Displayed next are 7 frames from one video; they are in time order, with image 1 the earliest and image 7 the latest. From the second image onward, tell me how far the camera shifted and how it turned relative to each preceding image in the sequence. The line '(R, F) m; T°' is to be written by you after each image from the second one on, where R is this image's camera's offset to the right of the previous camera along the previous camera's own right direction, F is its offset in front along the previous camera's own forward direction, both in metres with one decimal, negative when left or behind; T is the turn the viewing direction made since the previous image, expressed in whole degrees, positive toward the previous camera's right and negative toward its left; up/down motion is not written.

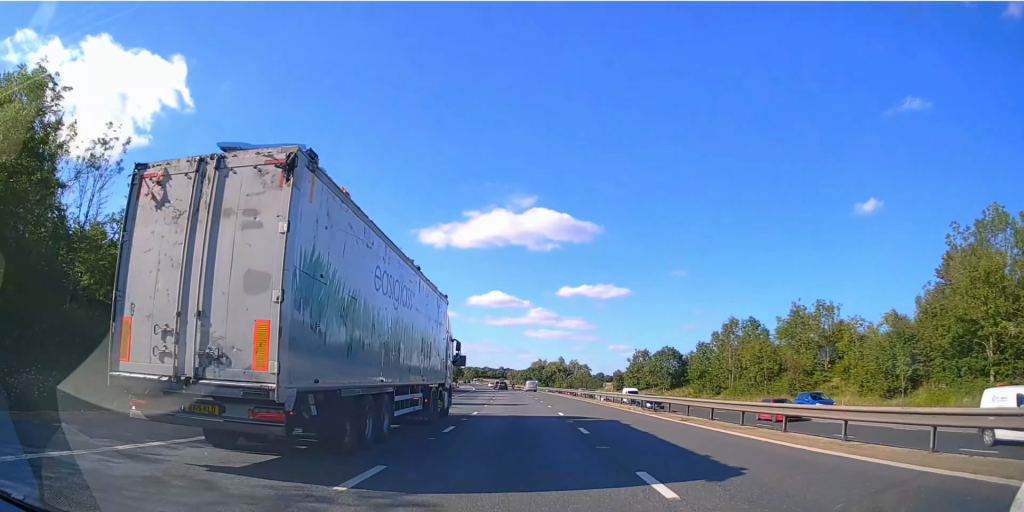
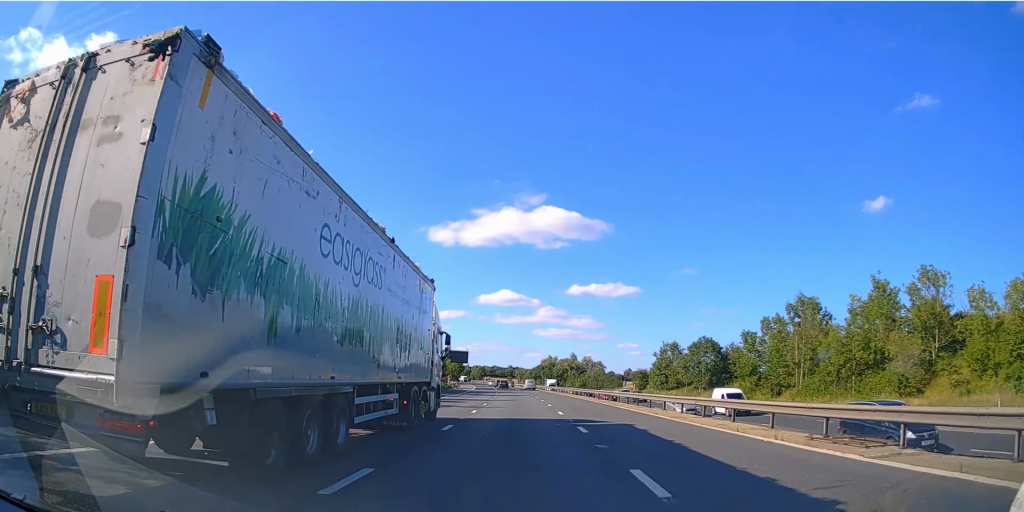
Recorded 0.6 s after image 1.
(-0.1, +17.1) m; -1°
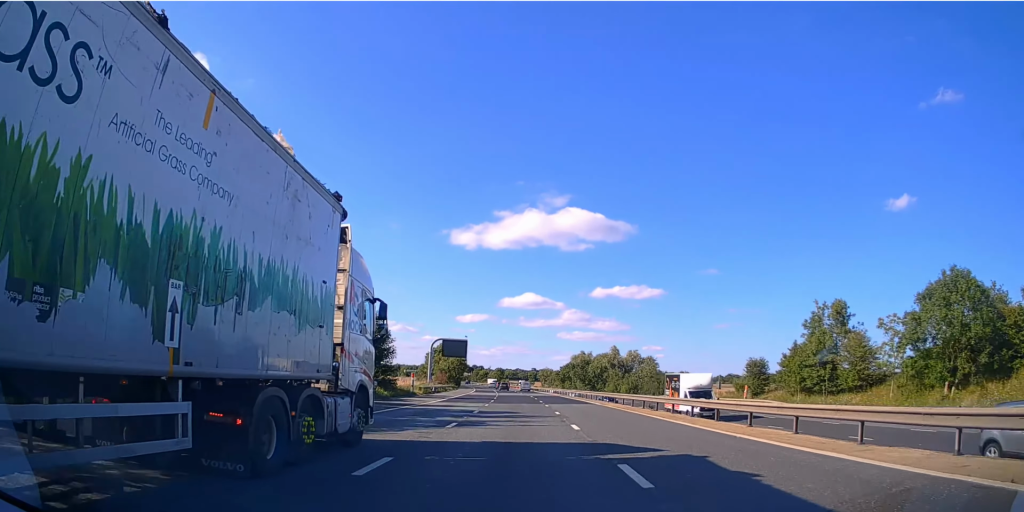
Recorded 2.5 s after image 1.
(-0.9, +50.8) m; -2°
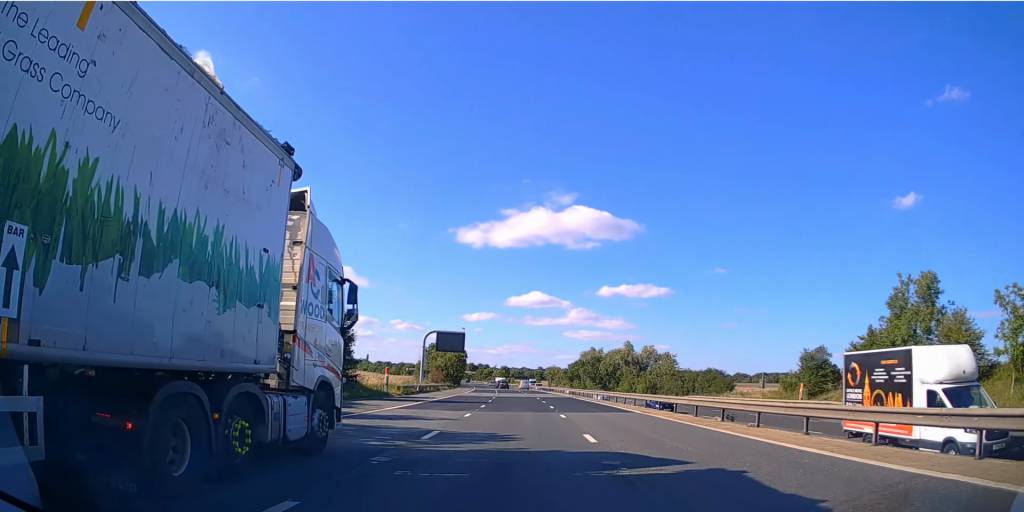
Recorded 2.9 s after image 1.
(-0.1, +12.2) m; 0°
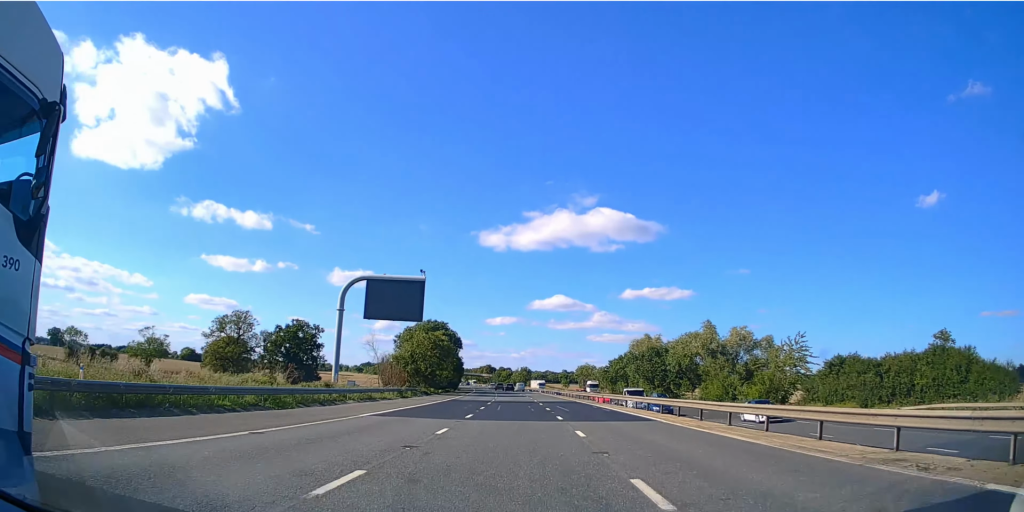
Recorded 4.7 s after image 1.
(-0.8, +51.8) m; -2°
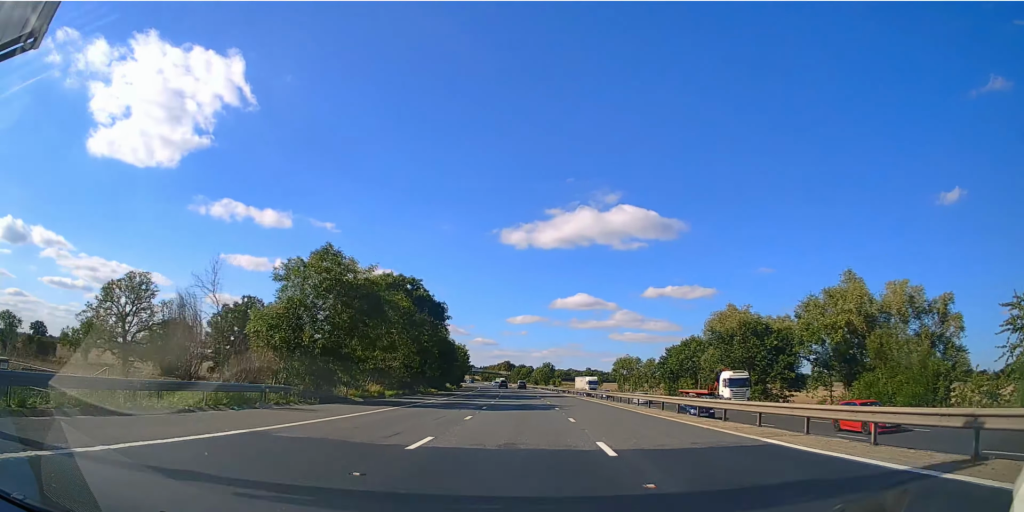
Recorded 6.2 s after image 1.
(-1.0, +40.4) m; -2°
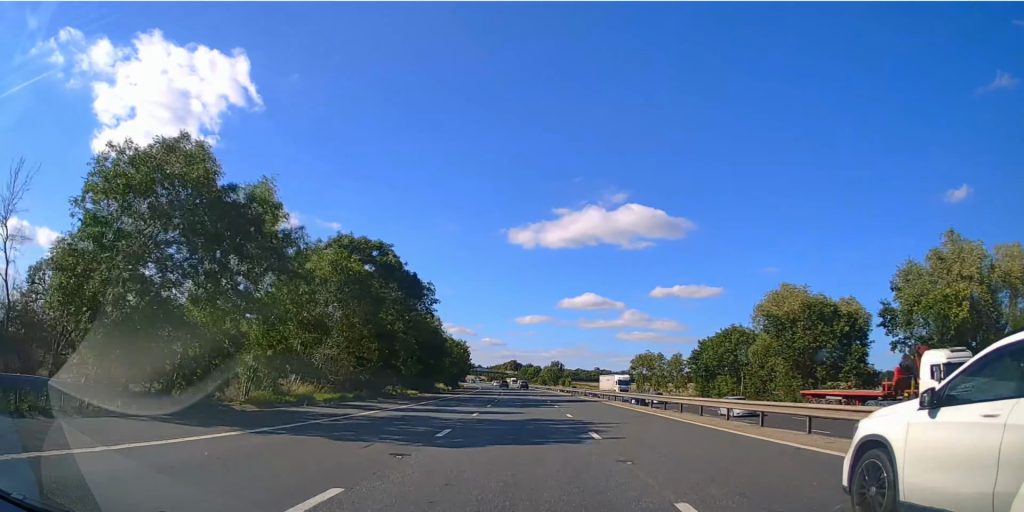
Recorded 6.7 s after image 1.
(-0.1, +15.0) m; -1°
